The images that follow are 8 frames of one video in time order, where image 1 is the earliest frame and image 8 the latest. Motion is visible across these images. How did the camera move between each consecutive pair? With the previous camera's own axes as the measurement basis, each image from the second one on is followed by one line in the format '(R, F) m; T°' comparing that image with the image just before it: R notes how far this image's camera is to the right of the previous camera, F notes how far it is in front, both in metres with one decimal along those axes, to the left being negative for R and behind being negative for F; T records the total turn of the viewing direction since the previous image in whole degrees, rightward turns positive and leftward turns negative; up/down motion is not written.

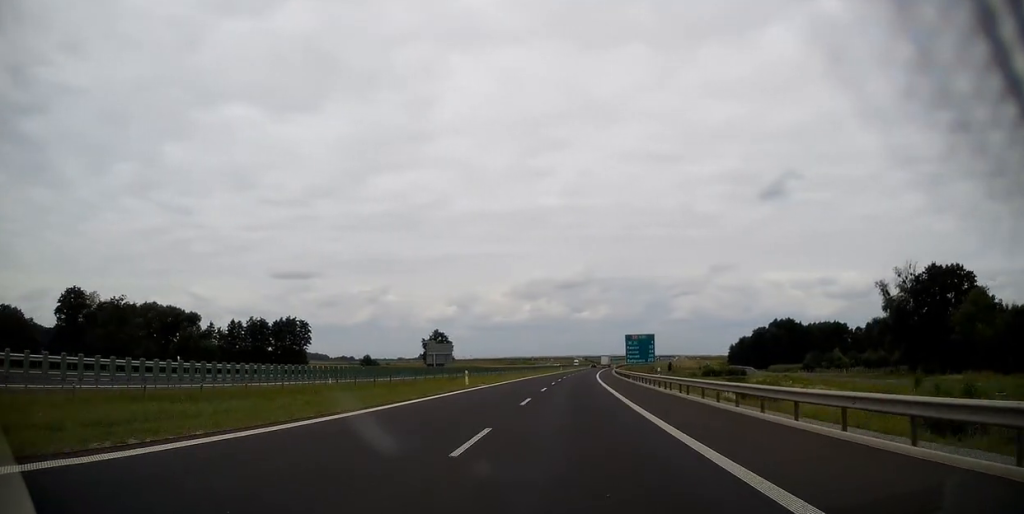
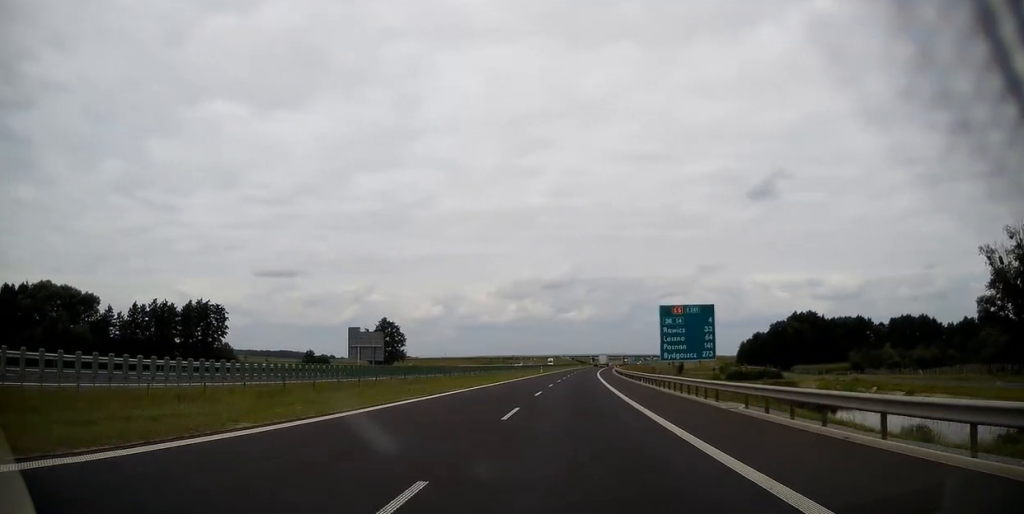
(+0.6, +41.7) m; +1°
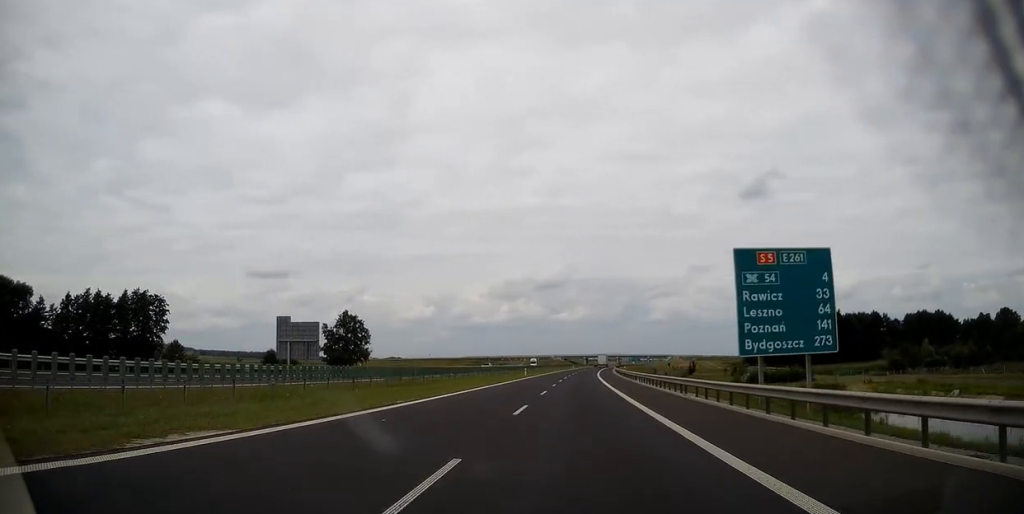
(+0.1, +22.1) m; +1°
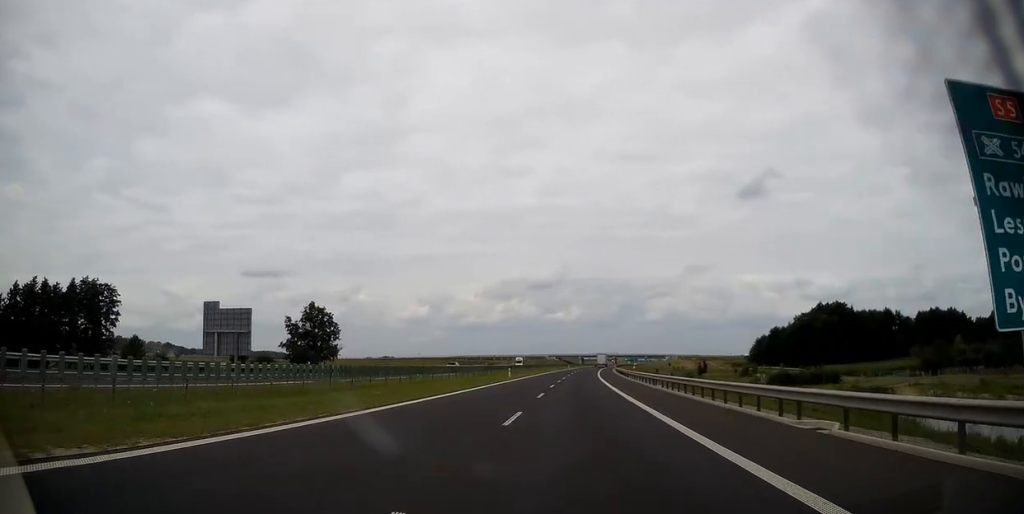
(0.0, +15.1) m; 0°
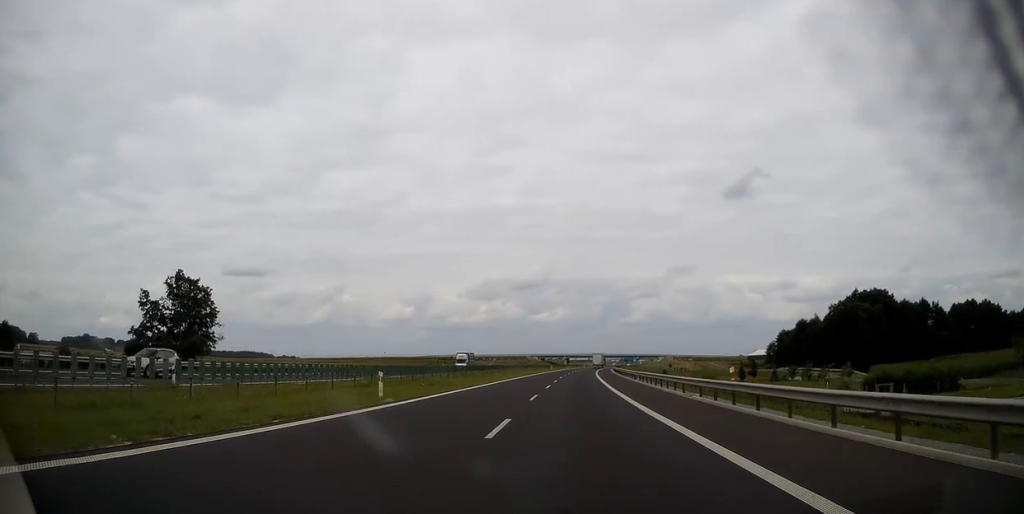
(+0.4, +38.4) m; +2°
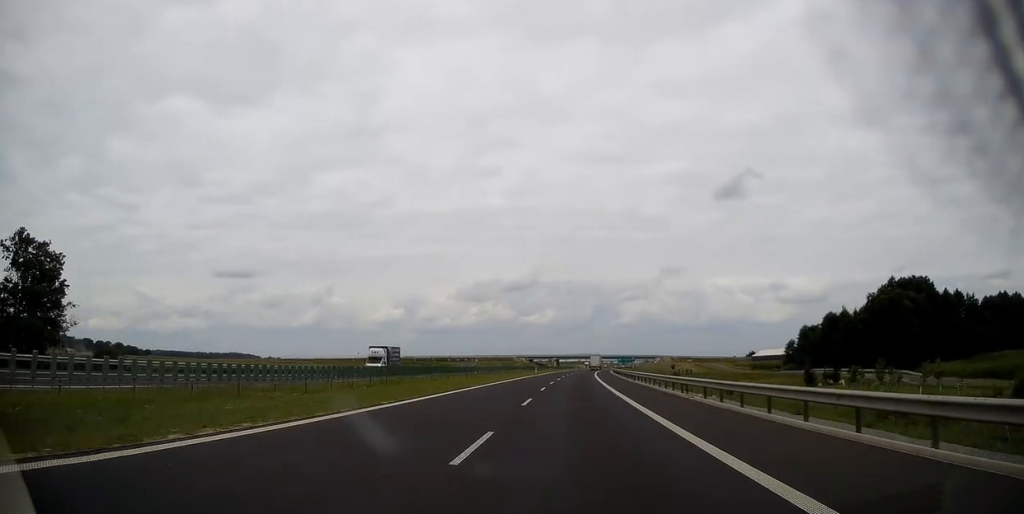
(+0.3, +26.8) m; +1°
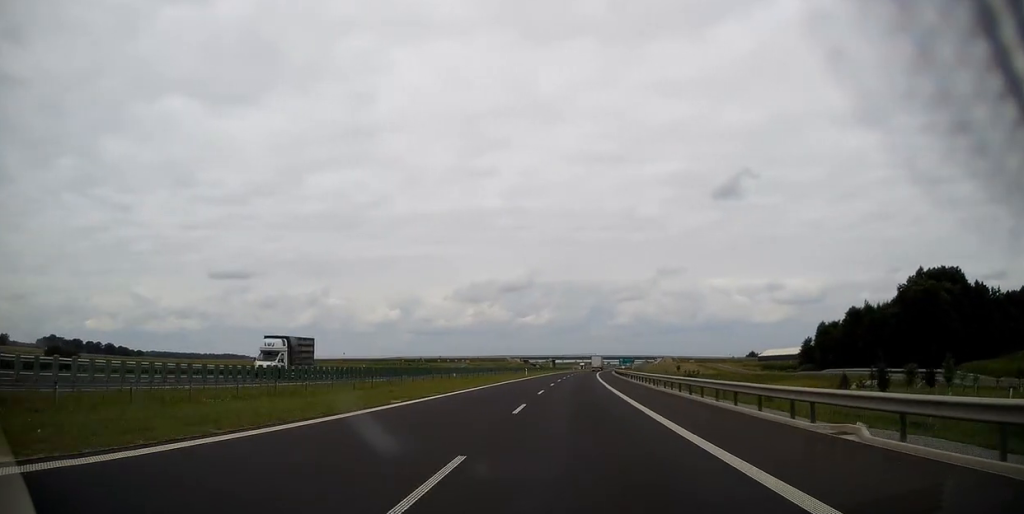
(+0.1, +15.2) m; 0°
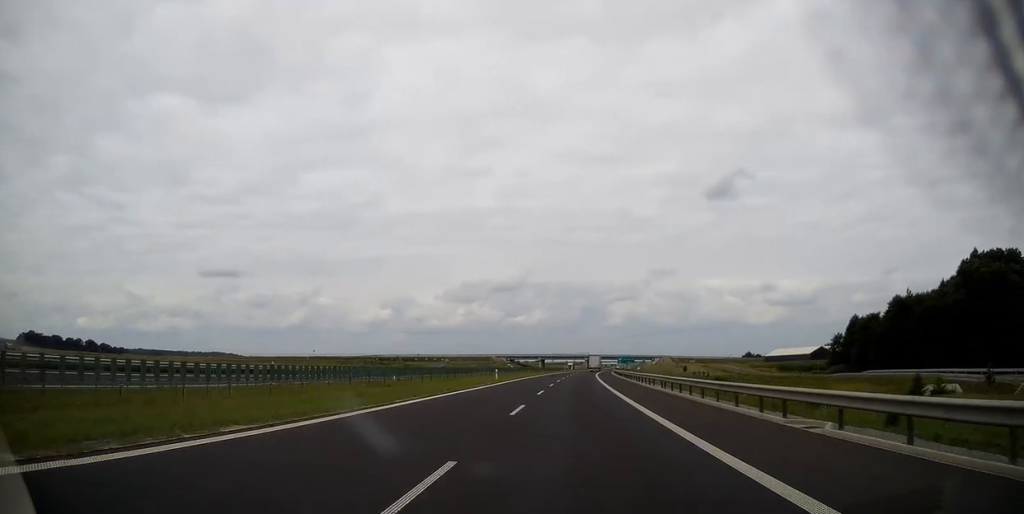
(+0.1, +24.5) m; +1°
